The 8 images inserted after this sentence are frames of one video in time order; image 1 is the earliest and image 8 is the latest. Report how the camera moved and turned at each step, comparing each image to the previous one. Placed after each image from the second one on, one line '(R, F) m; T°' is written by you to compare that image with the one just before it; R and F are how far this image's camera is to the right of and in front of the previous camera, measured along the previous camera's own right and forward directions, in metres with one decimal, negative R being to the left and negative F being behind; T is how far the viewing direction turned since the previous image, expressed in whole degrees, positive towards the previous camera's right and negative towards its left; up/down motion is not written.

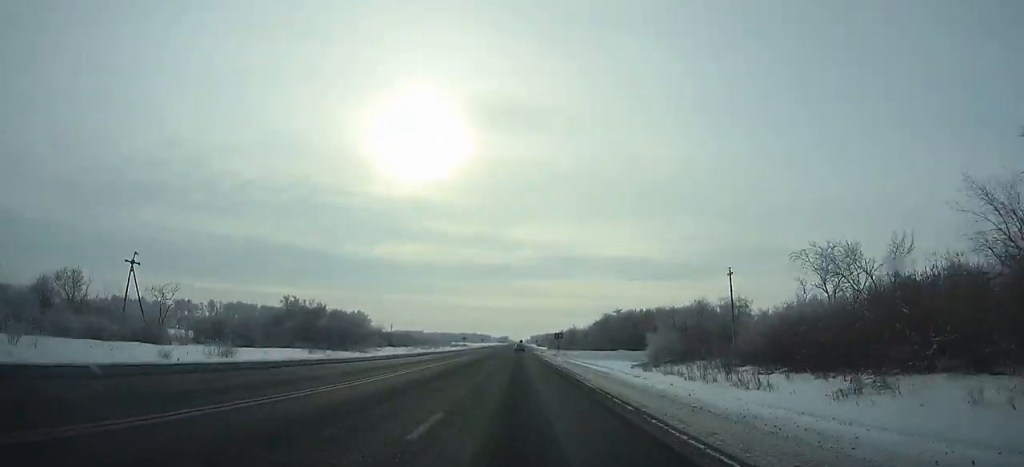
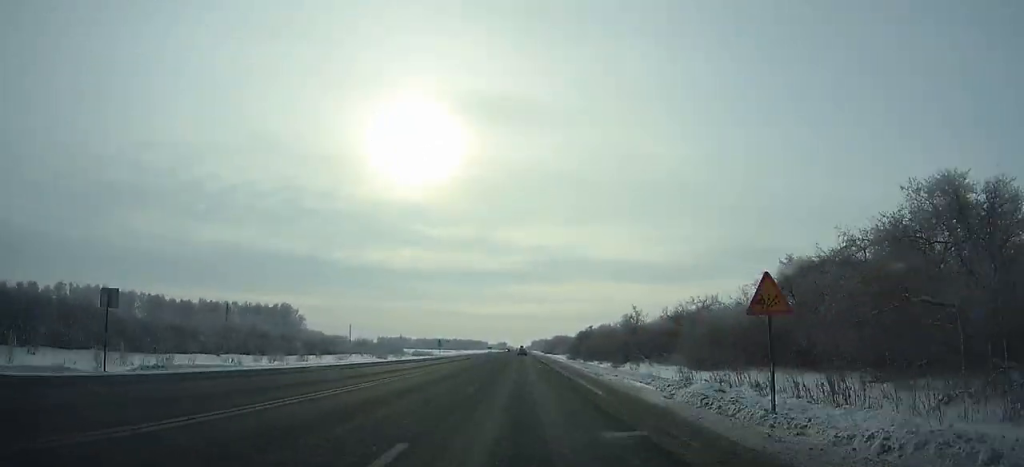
(+0.2, +135.5) m; 0°
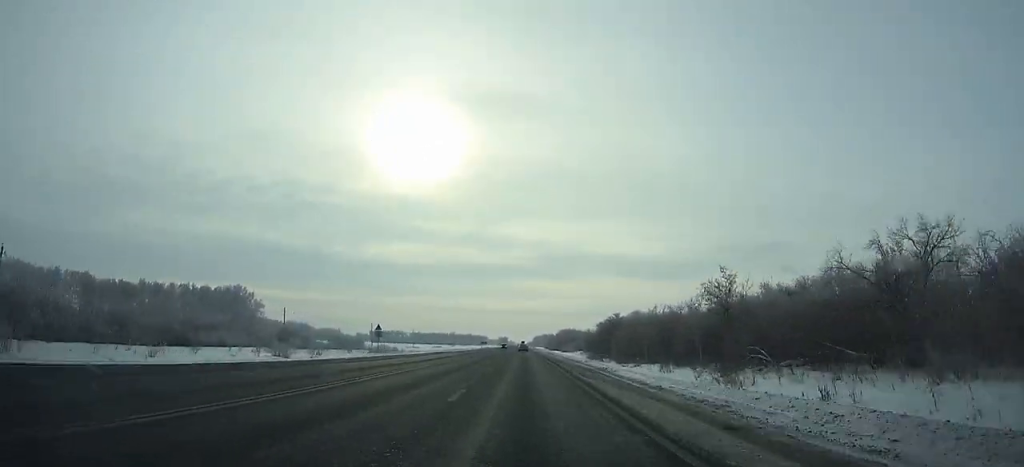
(-0.1, +51.7) m; 0°
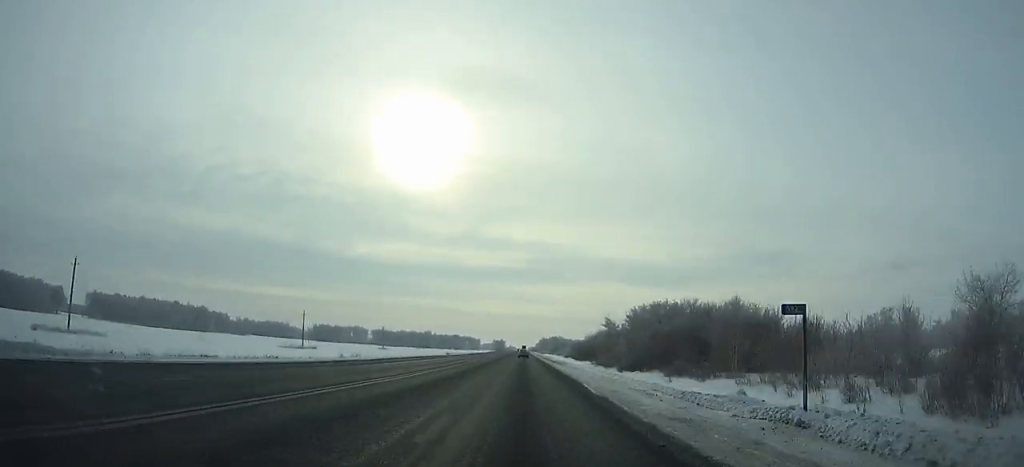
(+0.7, +218.7) m; 0°
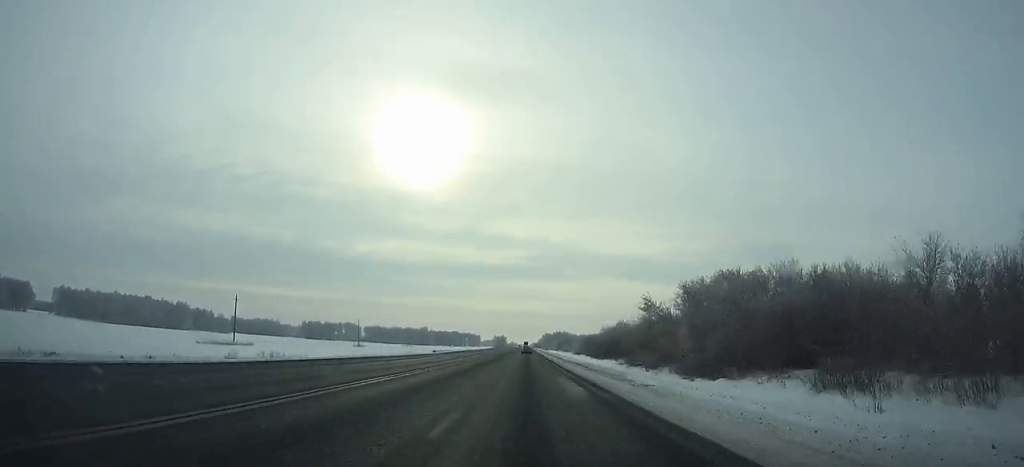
(0.0, +35.6) m; 0°
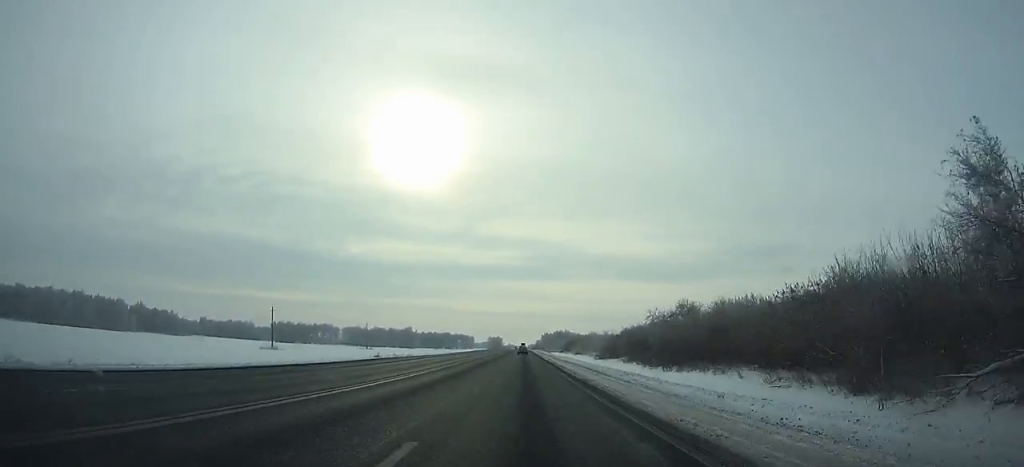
(0.0, +63.0) m; 0°
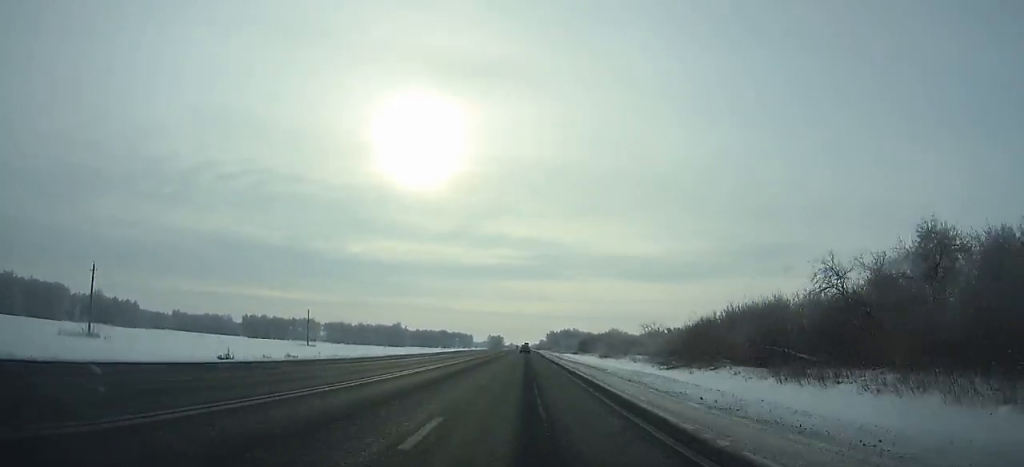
(-0.2, +57.7) m; 0°
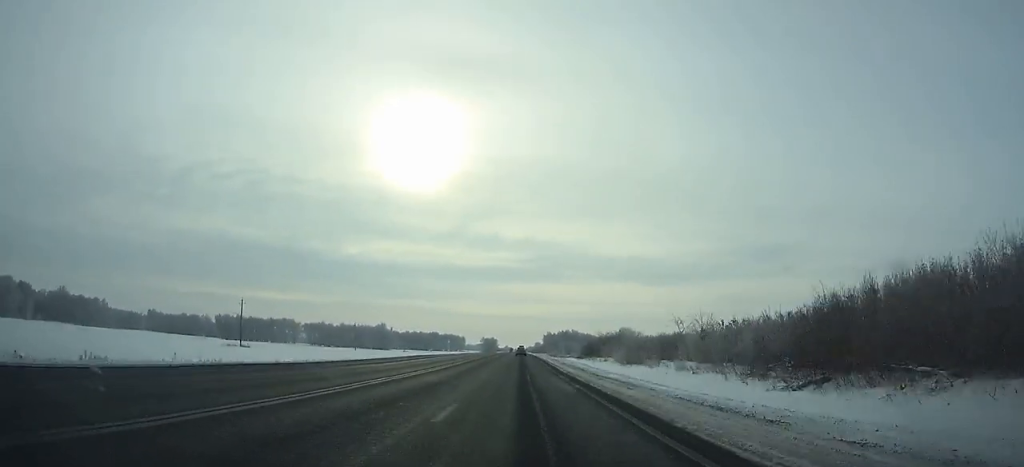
(-0.1, +32.9) m; 0°
